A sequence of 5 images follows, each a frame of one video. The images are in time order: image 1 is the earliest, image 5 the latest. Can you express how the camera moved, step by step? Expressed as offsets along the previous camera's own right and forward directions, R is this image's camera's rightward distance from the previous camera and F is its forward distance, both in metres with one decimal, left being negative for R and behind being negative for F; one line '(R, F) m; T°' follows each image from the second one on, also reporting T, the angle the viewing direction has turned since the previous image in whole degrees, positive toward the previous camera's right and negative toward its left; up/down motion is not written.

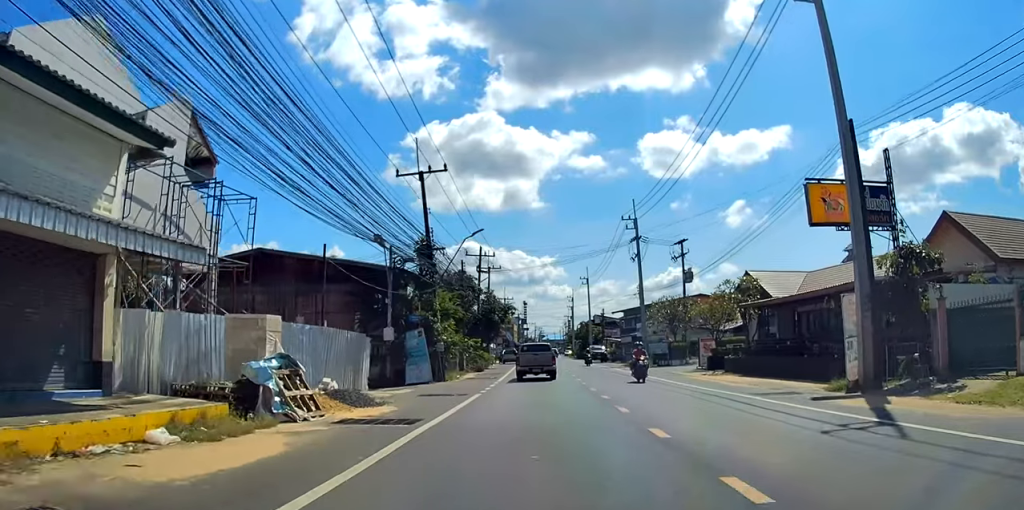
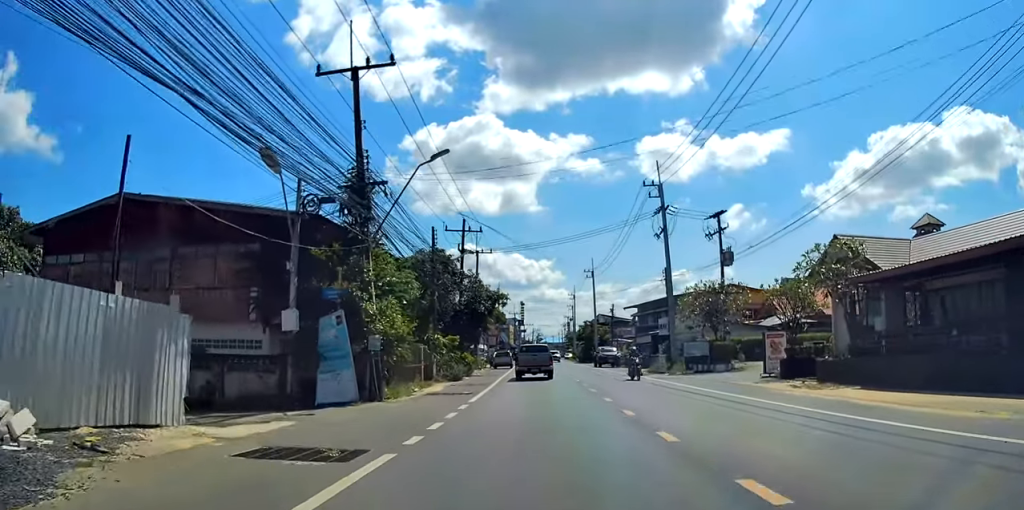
(-0.1, +12.6) m; -1°
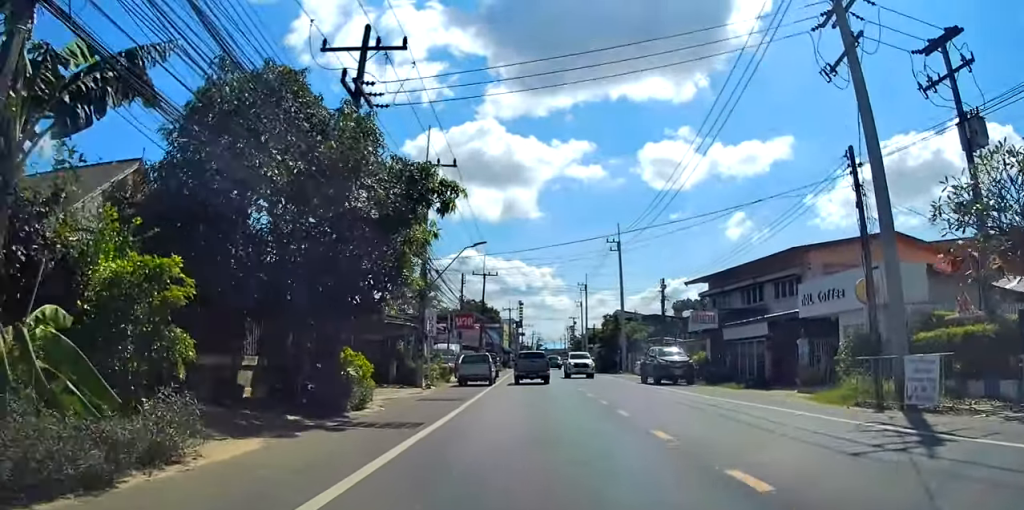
(0.0, +27.2) m; 0°
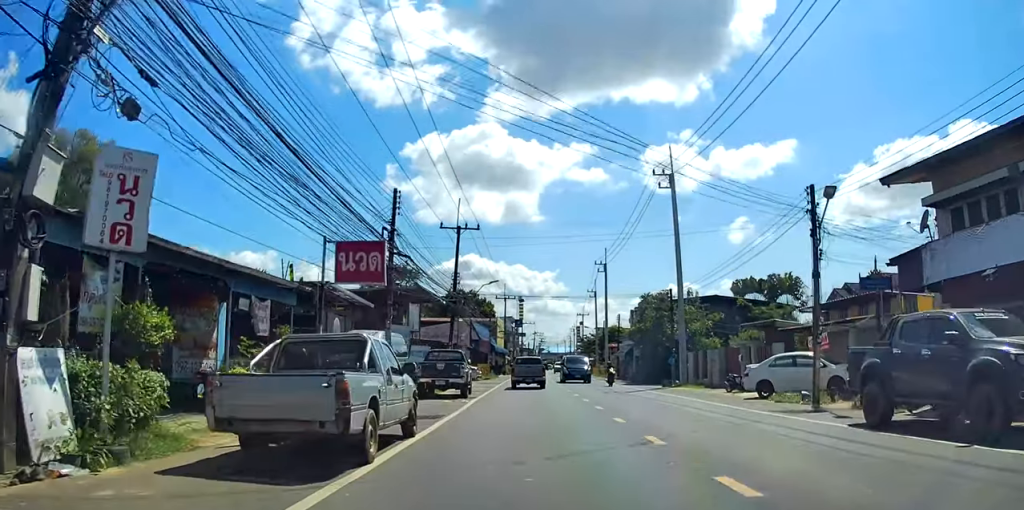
(-0.1, +24.1) m; -2°
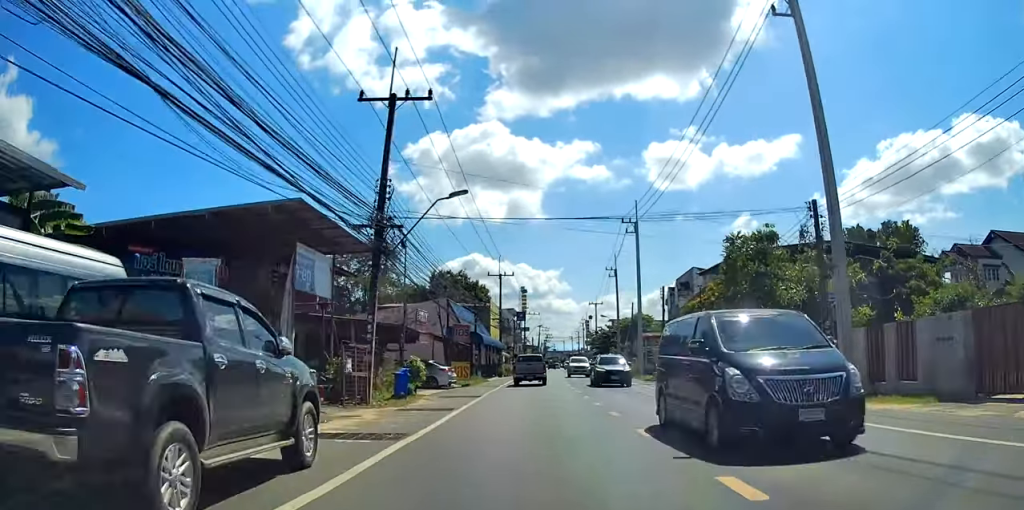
(-1.2, +20.3) m; -2°
